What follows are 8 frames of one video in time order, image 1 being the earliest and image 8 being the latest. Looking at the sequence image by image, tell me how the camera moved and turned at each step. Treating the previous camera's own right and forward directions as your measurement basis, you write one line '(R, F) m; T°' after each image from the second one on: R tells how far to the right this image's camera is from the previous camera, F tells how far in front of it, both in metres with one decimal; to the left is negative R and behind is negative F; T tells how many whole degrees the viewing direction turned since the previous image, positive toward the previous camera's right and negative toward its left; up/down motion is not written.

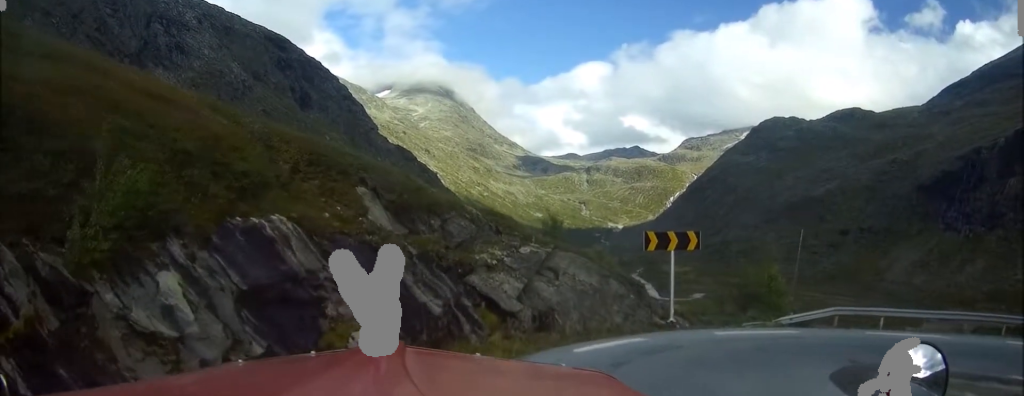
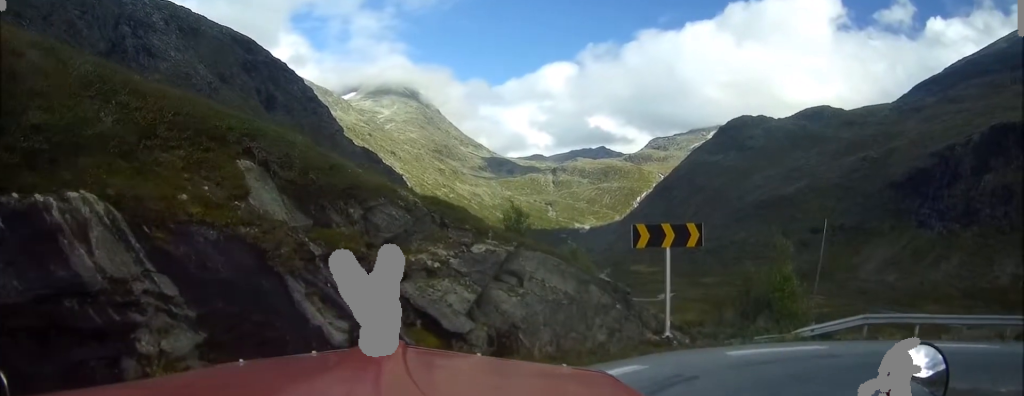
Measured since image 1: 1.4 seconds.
(+0.4, +4.8) m; +5°
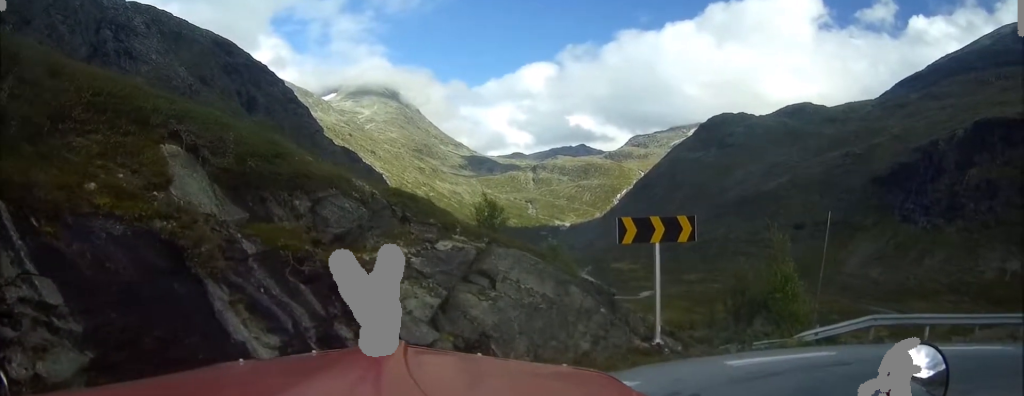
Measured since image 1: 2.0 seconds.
(0.0, +1.8) m; +3°
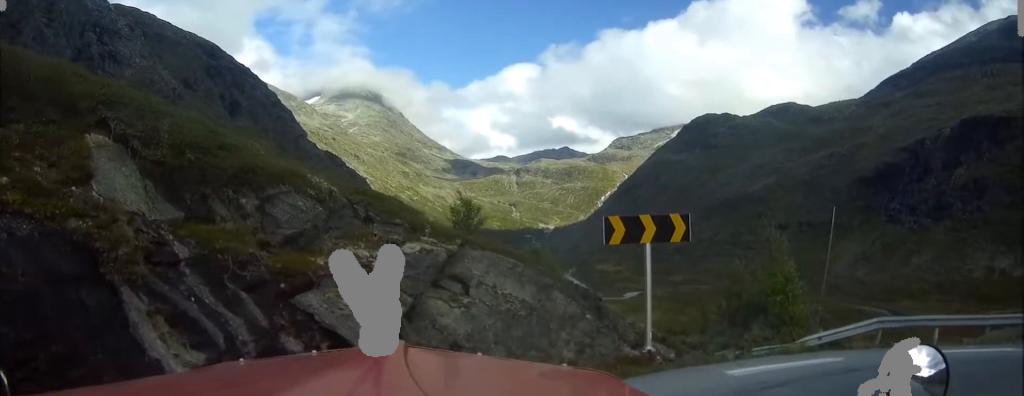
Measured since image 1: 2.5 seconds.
(0.0, +1.4) m; +8°
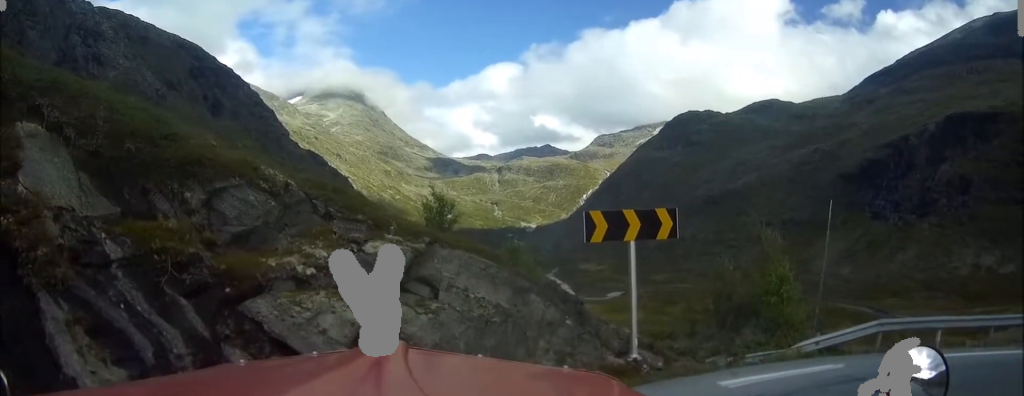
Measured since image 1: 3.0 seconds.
(0.0, +1.1) m; +5°
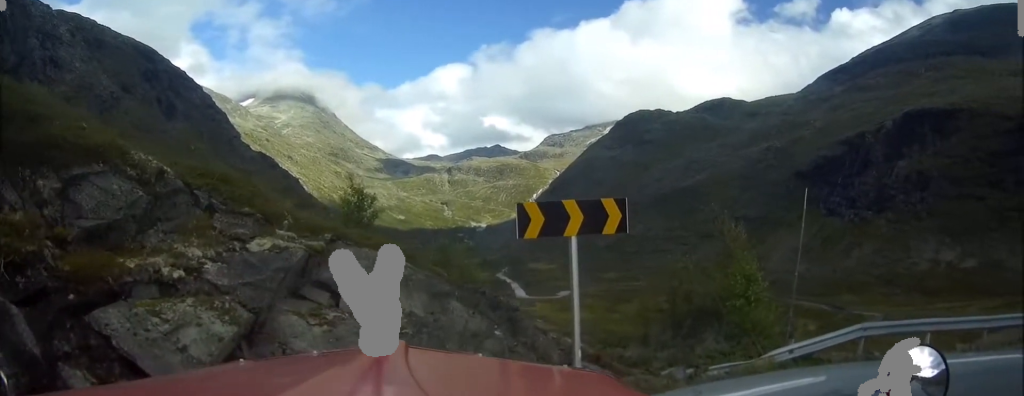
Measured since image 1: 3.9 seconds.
(+0.4, +2.1) m; +3°
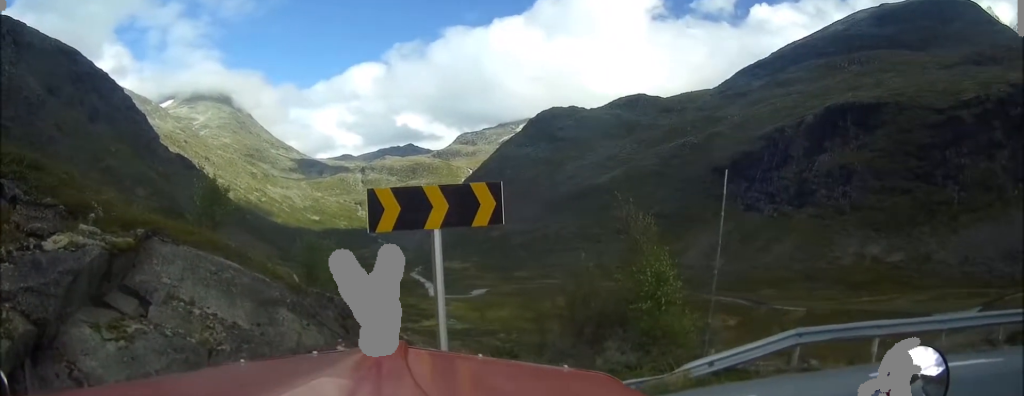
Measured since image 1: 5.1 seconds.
(-0.2, +2.3) m; +2°
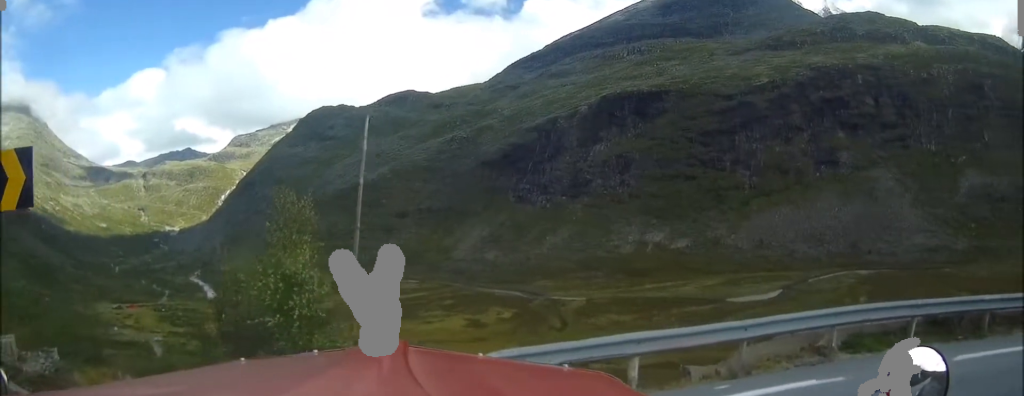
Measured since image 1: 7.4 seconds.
(+1.1, +4.1) m; +35°
